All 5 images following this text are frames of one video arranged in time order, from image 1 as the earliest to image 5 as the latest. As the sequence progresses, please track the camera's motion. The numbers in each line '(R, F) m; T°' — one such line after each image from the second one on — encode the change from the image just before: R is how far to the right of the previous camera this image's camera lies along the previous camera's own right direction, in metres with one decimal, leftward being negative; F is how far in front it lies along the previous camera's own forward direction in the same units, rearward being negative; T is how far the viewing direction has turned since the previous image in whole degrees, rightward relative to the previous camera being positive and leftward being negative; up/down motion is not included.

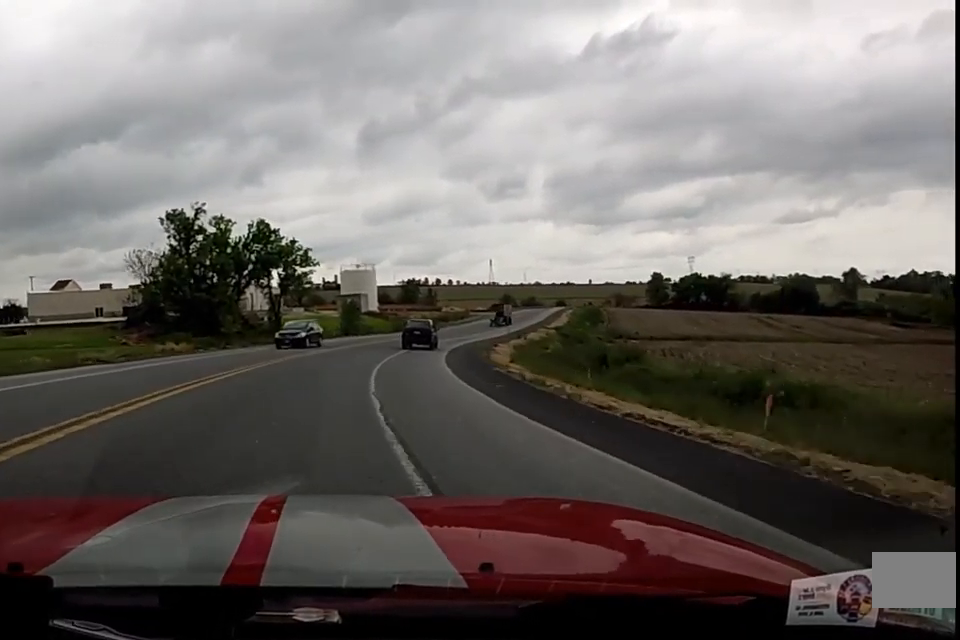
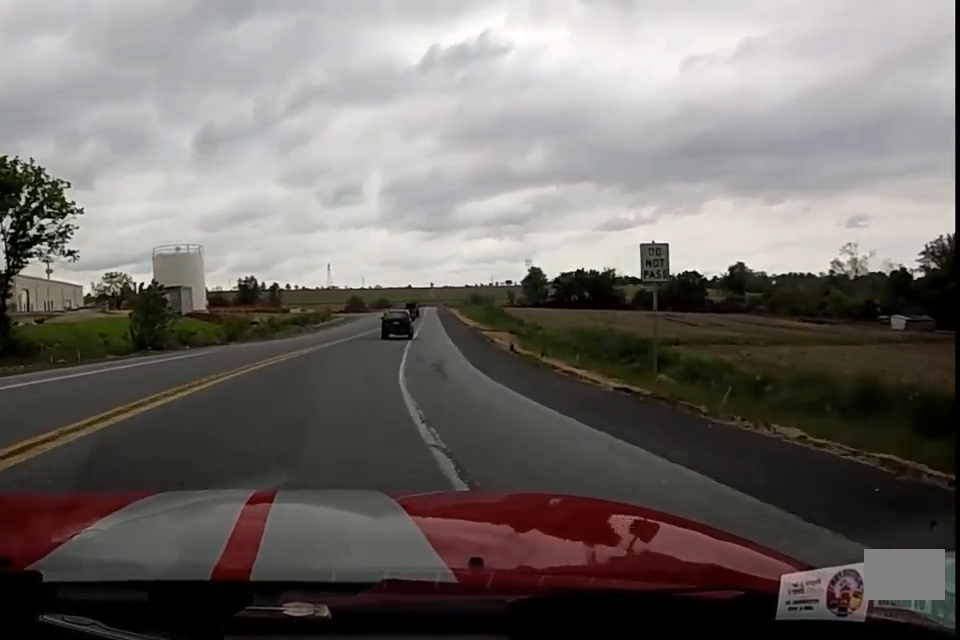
(+0.8, +33.7) m; +10°
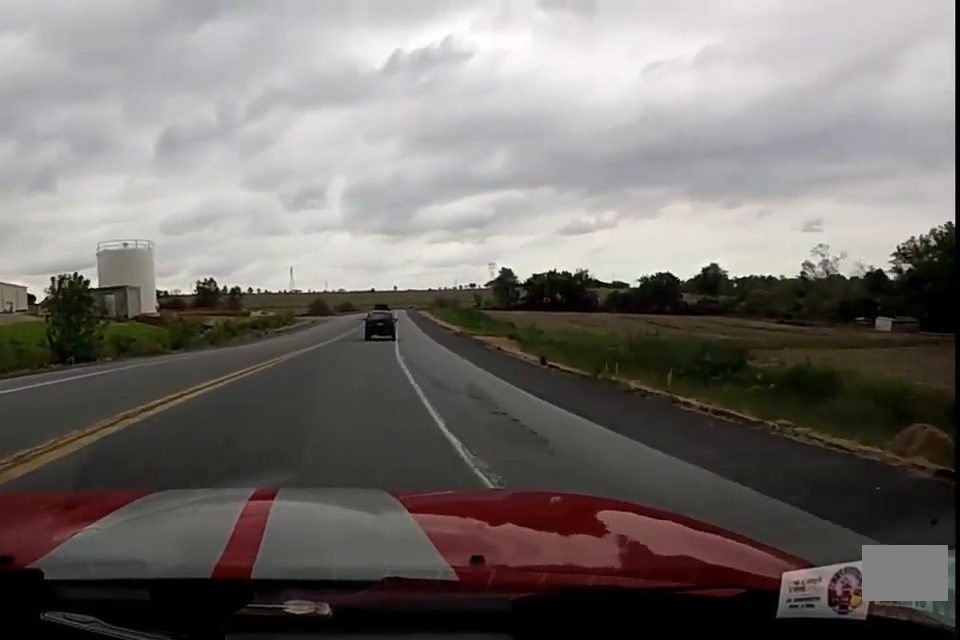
(0.0, +7.4) m; +5°
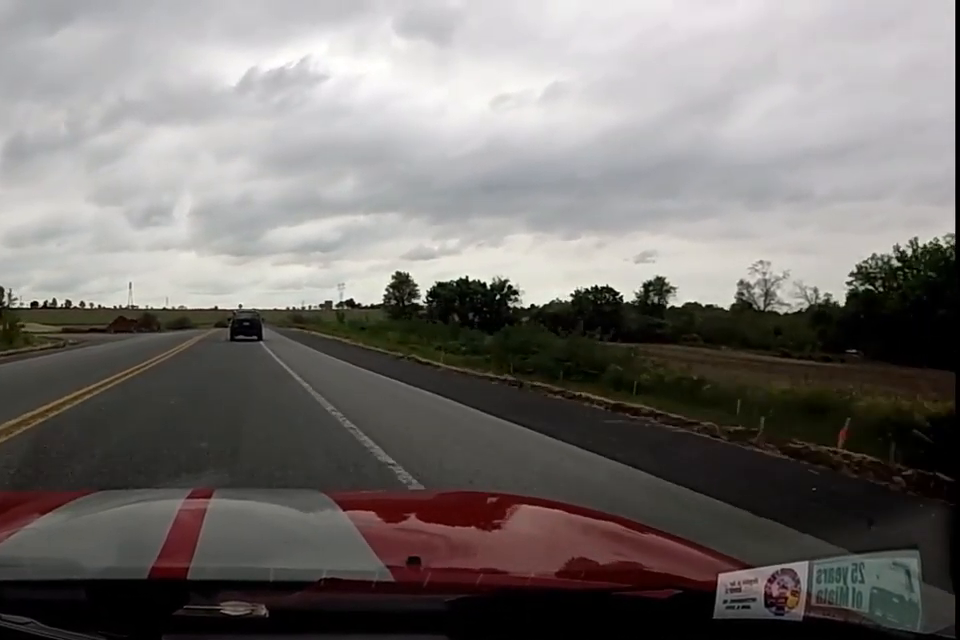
(+3.9, +48.9) m; +4°
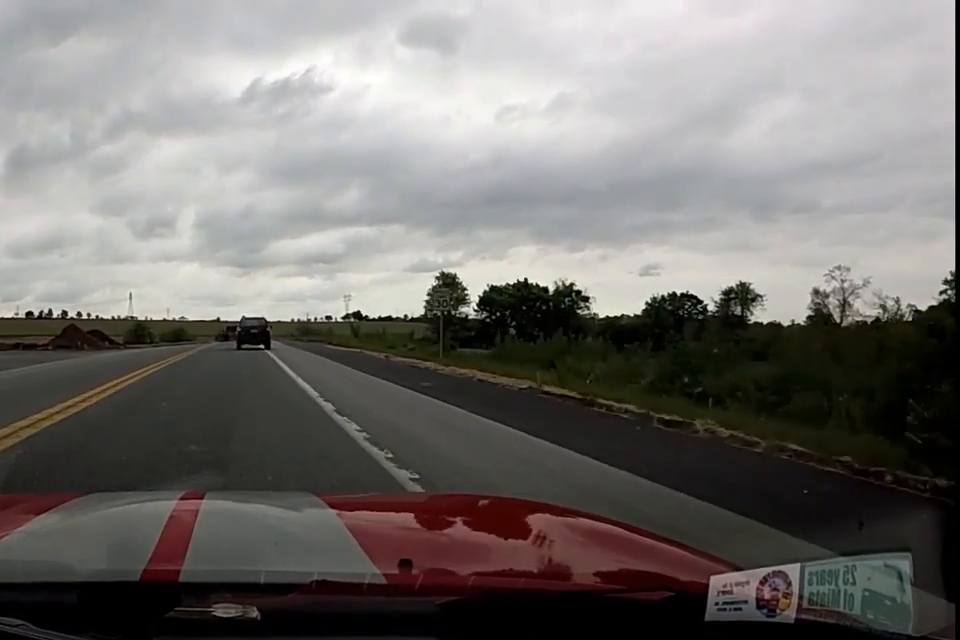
(+0.3, +22.9) m; +2°
